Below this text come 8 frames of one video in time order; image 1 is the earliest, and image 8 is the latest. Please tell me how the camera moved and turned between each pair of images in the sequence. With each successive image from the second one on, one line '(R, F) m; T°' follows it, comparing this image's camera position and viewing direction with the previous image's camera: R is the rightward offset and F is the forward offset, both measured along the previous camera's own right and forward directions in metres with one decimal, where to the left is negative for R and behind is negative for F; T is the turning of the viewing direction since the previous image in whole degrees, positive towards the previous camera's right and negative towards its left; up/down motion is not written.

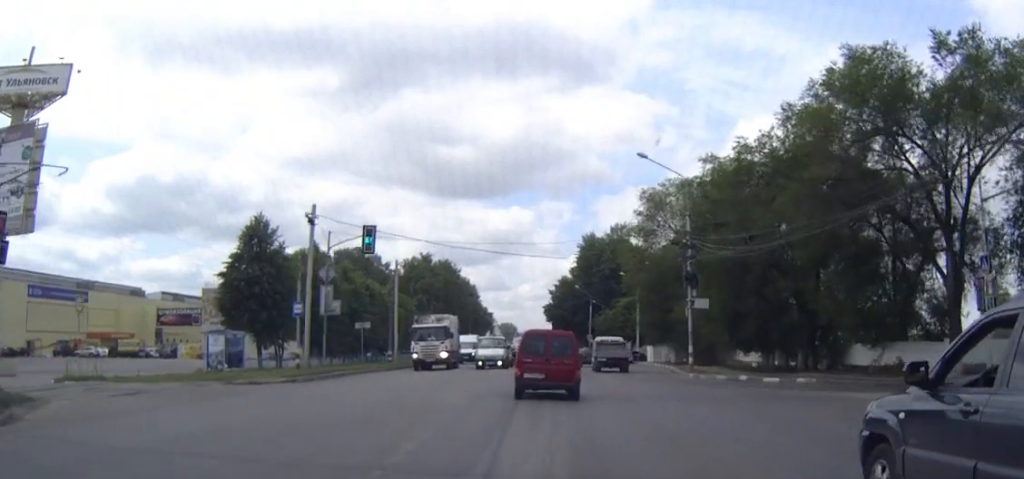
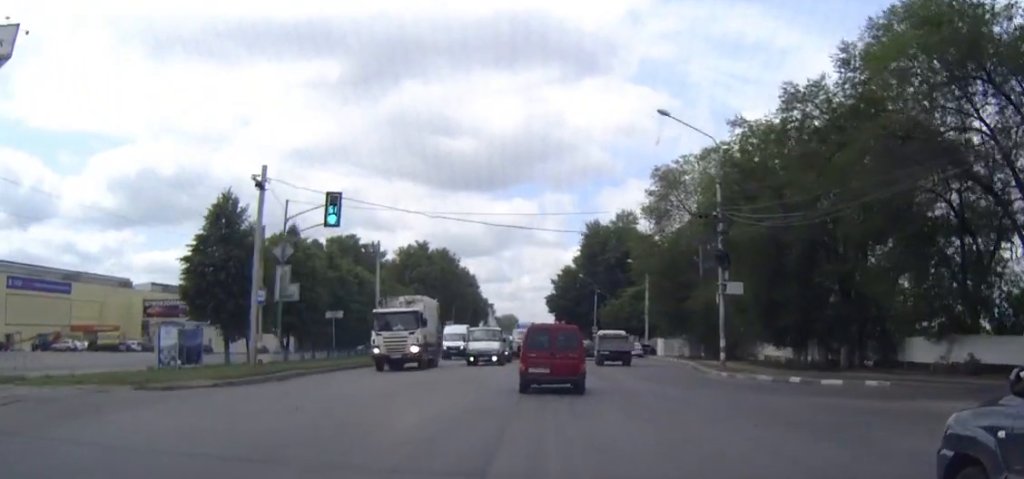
(0.0, +7.2) m; 0°
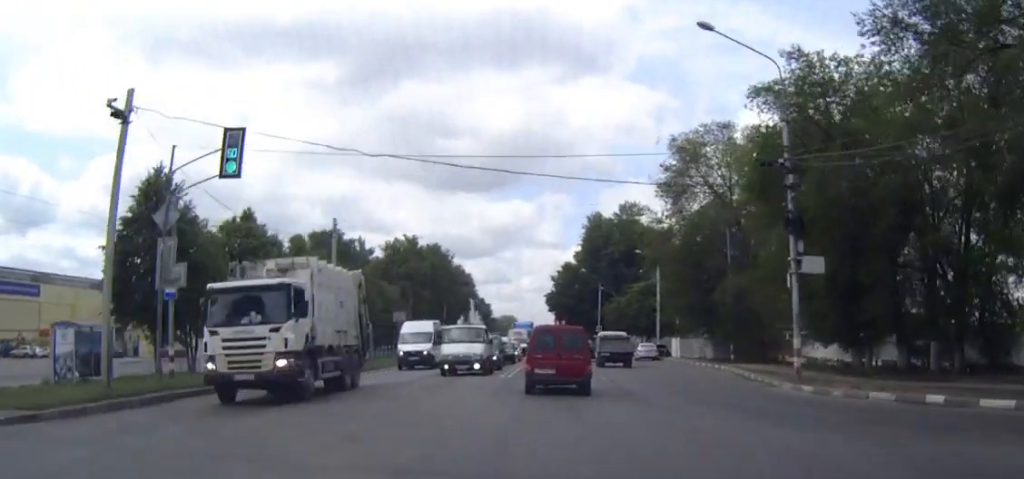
(0.0, +11.0) m; 0°
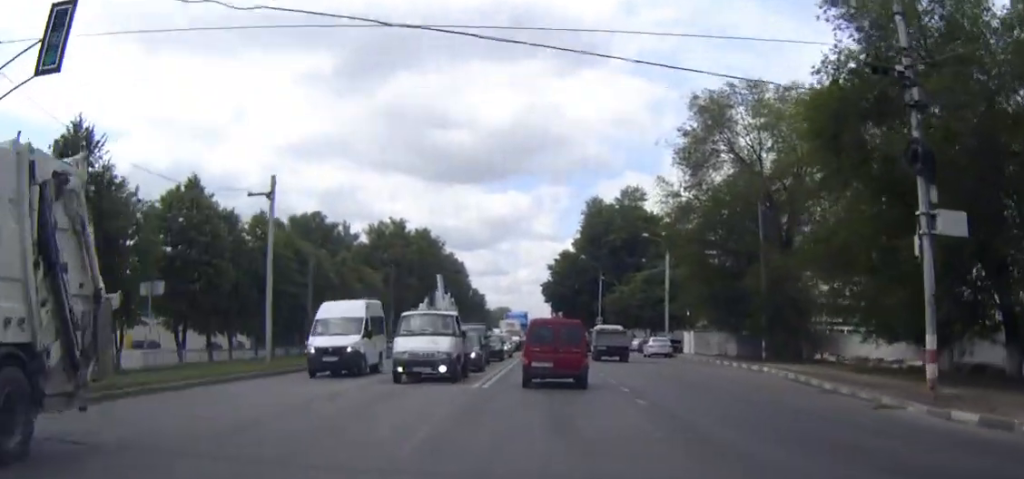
(0.0, +9.8) m; 0°
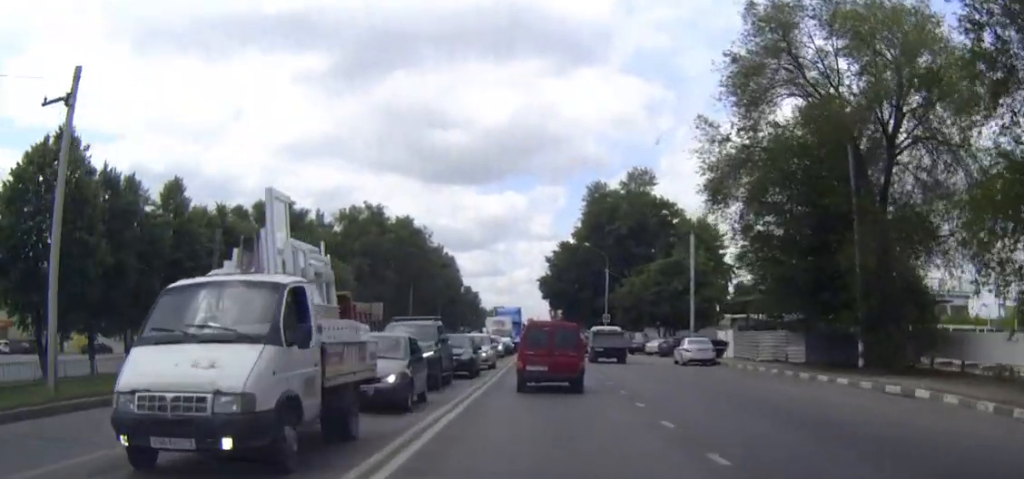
(+0.1, +16.1) m; -1°
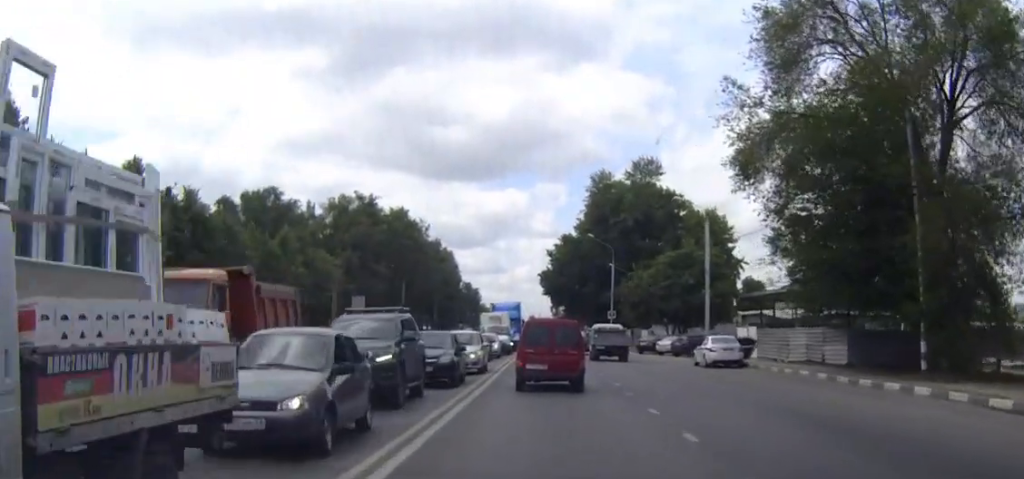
(0.0, +5.9) m; -1°
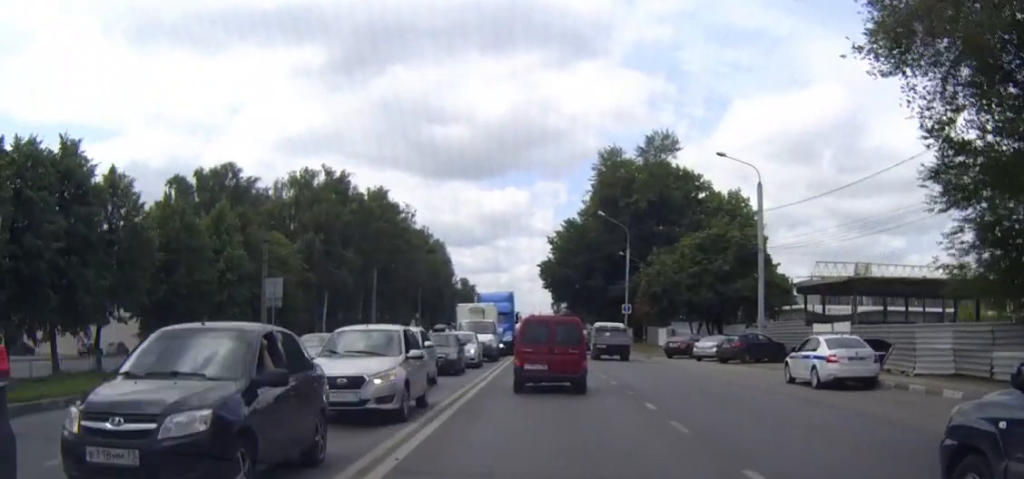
(-0.3, +16.1) m; 0°
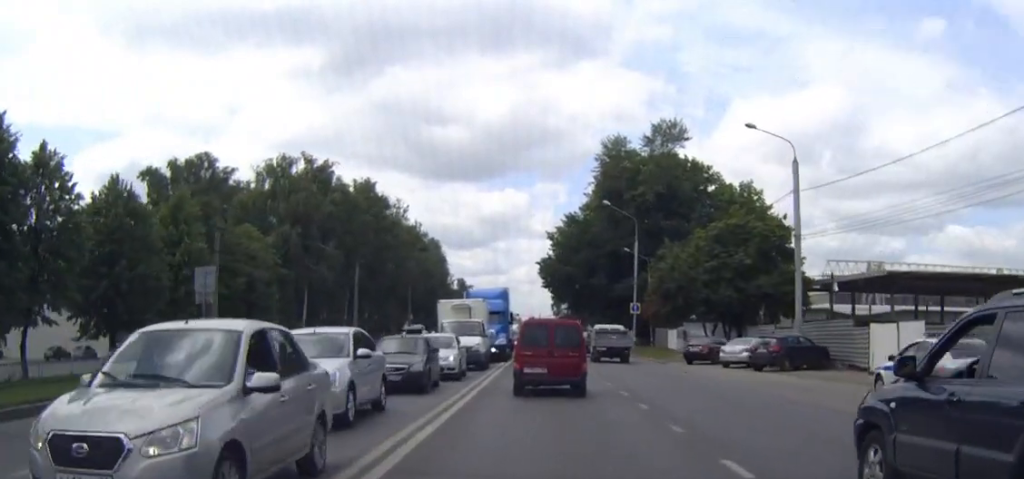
(+0.1, +7.6) m; +2°
